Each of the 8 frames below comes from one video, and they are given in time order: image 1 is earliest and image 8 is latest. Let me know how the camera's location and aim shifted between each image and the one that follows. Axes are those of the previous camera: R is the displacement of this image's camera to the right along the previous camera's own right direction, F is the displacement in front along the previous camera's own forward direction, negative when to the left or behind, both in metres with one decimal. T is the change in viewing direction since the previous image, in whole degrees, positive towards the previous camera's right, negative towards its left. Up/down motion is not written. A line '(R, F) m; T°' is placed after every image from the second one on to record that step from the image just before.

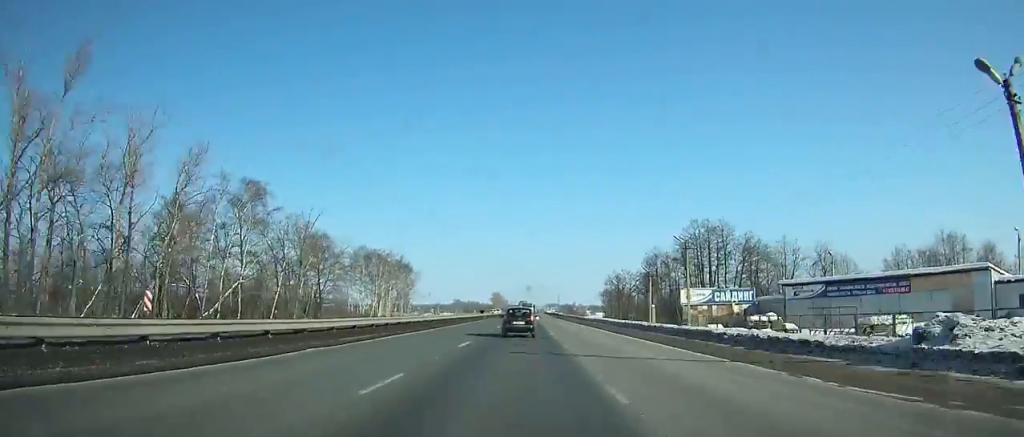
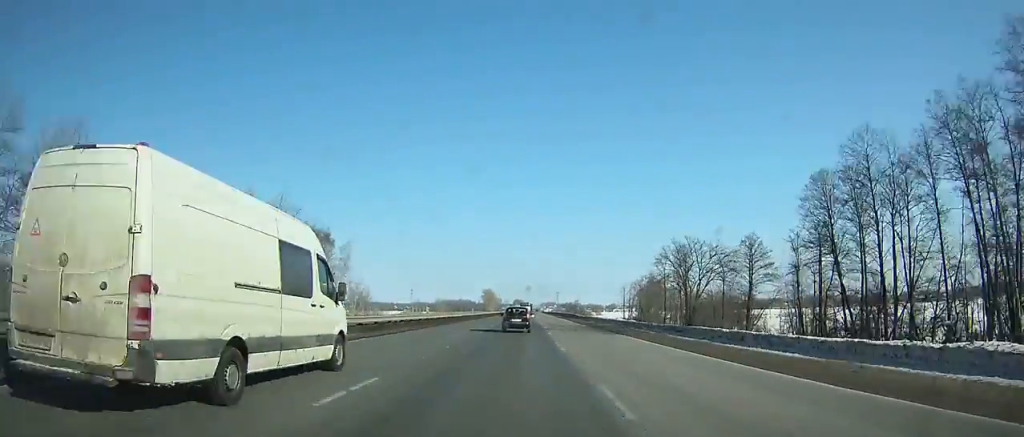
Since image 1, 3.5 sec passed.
(-0.2, +72.2) m; 0°
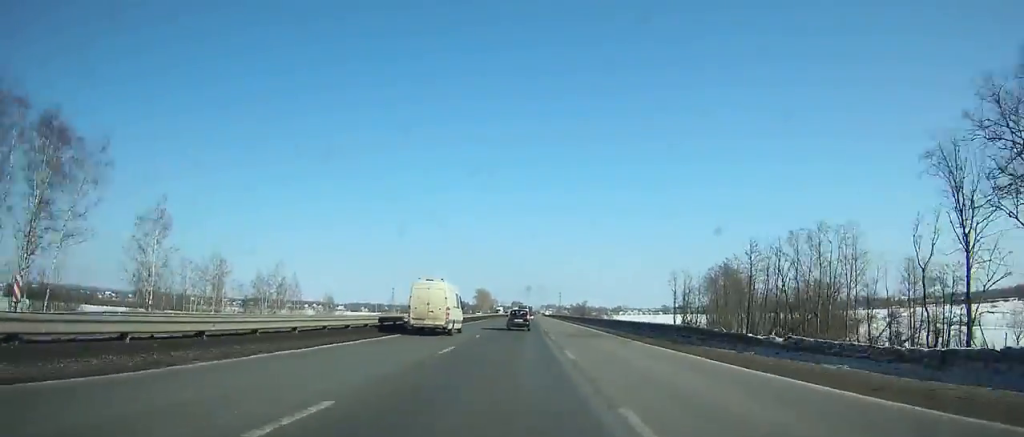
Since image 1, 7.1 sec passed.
(0.0, +74.8) m; 0°
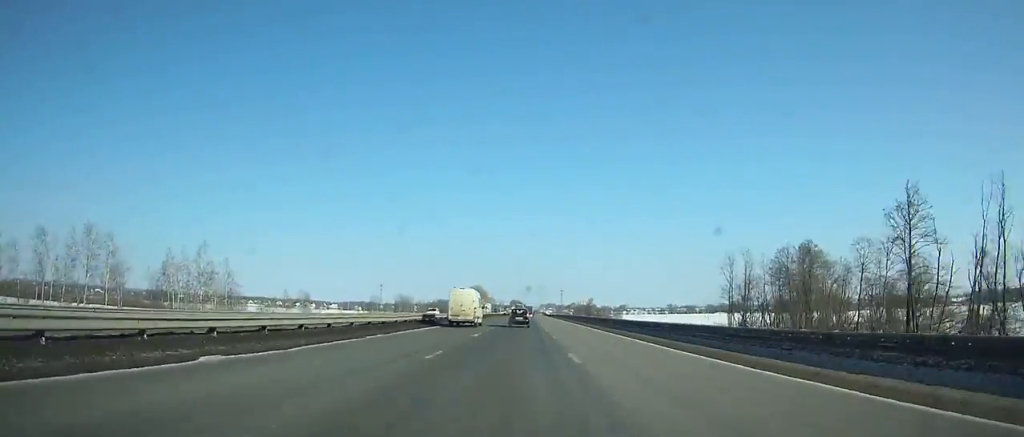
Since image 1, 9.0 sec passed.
(+0.2, +40.1) m; 0°
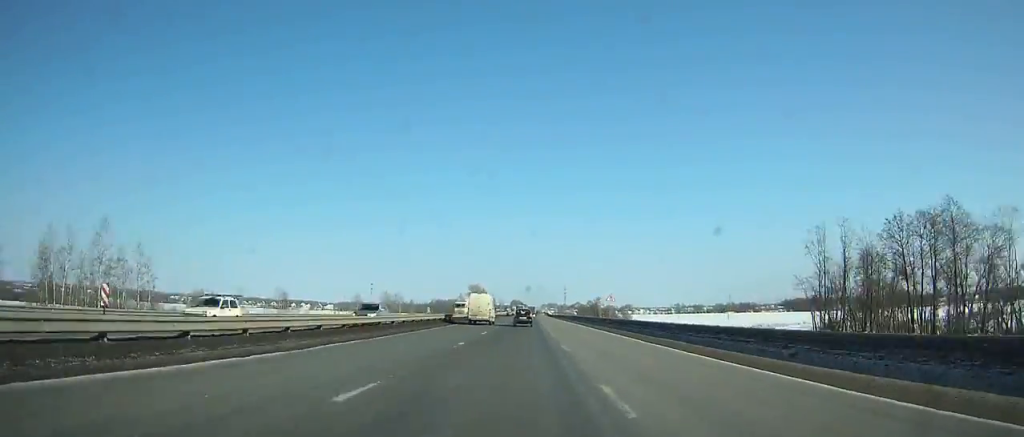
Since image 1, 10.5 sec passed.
(0.0, +31.9) m; 0°
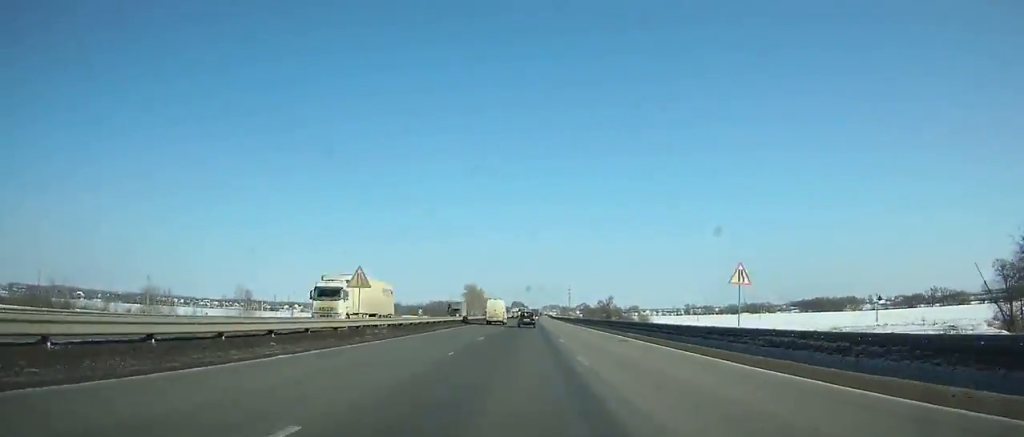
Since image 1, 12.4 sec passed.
(+0.1, +41.2) m; 0°
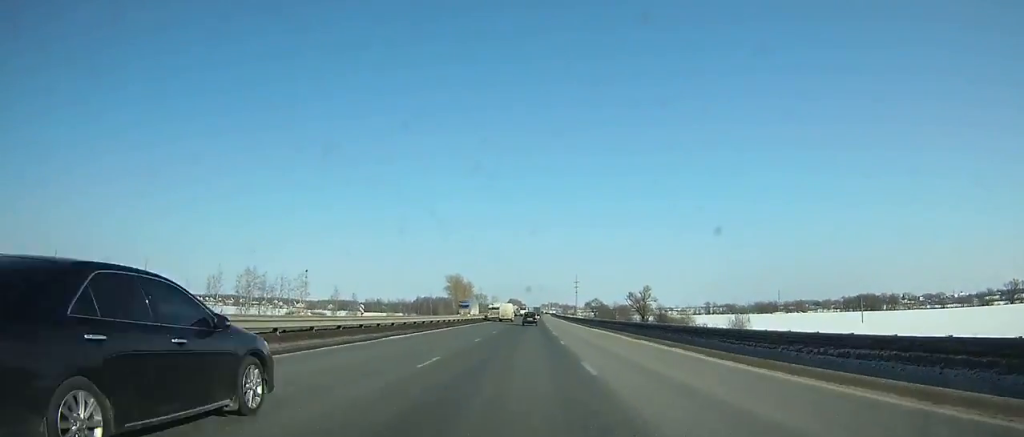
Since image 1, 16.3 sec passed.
(-0.2, +87.2) m; 0°
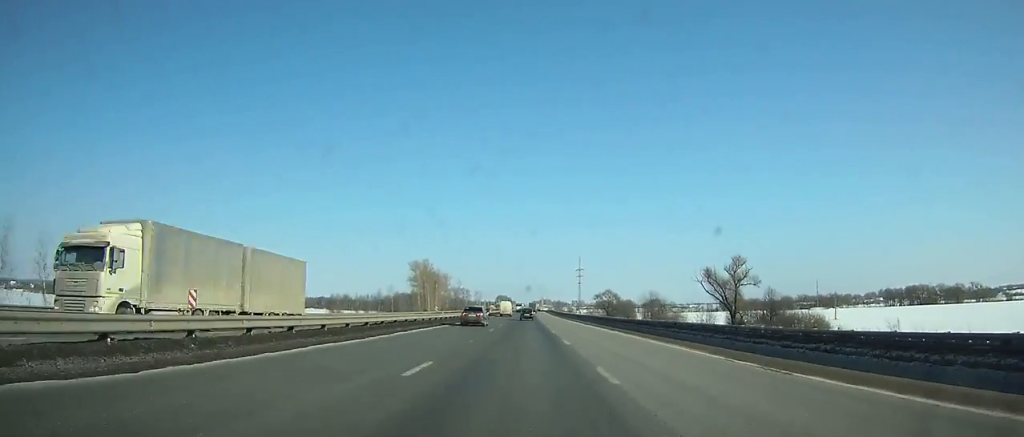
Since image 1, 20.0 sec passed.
(+0.7, +86.6) m; +1°
